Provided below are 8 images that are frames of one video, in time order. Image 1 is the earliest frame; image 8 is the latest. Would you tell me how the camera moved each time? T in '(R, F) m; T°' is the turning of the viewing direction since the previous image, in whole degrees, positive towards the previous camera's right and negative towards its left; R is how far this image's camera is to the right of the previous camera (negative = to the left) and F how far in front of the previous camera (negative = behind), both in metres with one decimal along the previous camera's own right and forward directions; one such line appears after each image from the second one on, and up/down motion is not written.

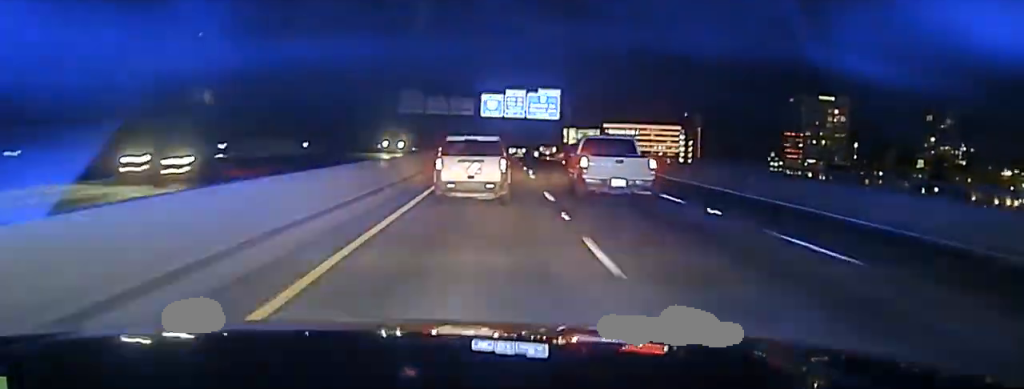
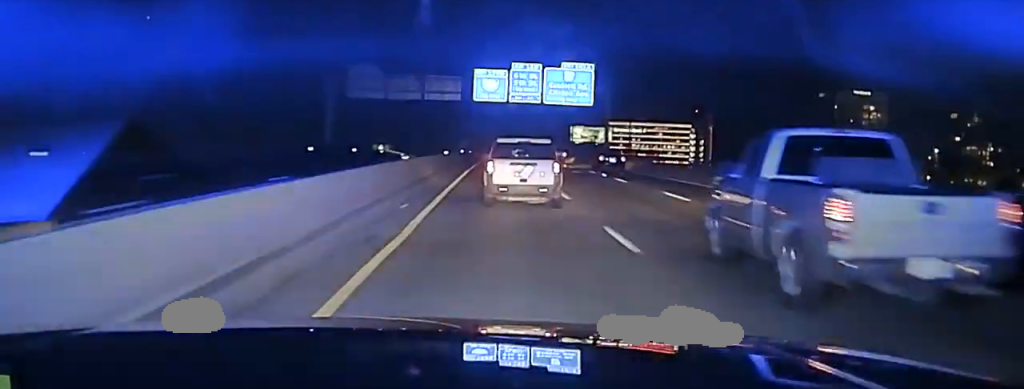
(-0.2, +47.8) m; +1°
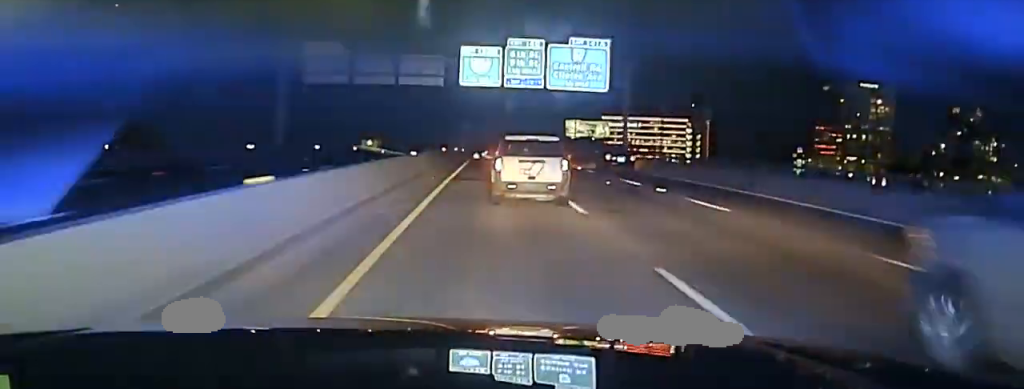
(+0.3, +17.8) m; 0°
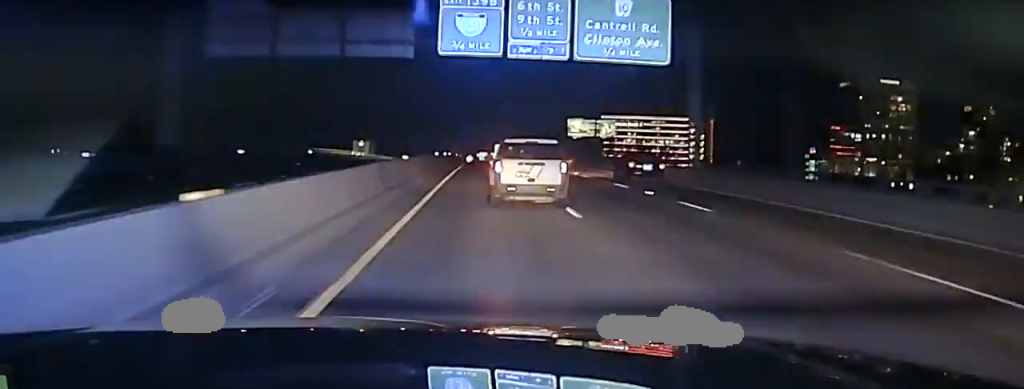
(+0.5, +24.3) m; 0°
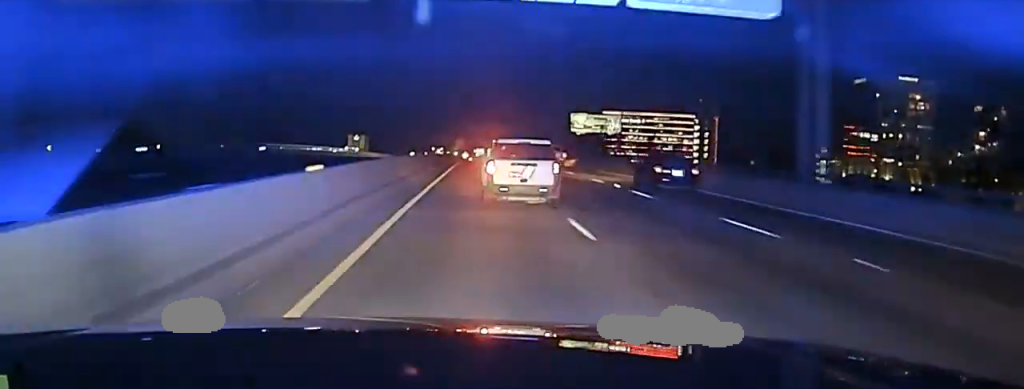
(-0.2, +18.3) m; 0°
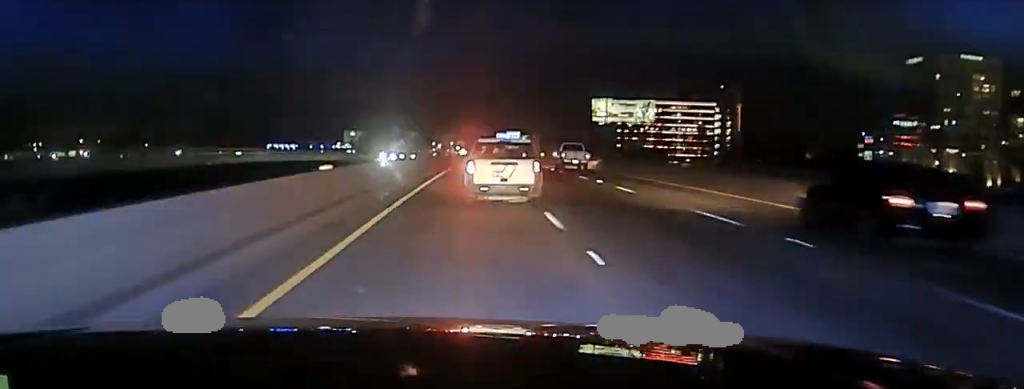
(-0.3, +47.3) m; 0°
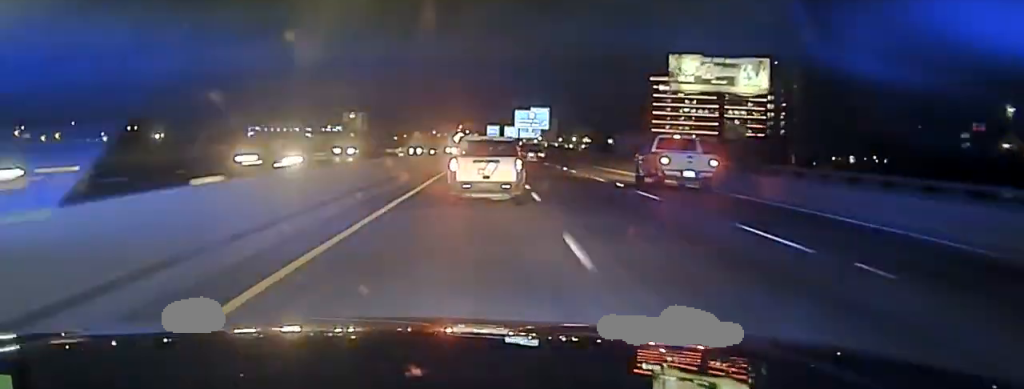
(+0.2, +77.6) m; 0°
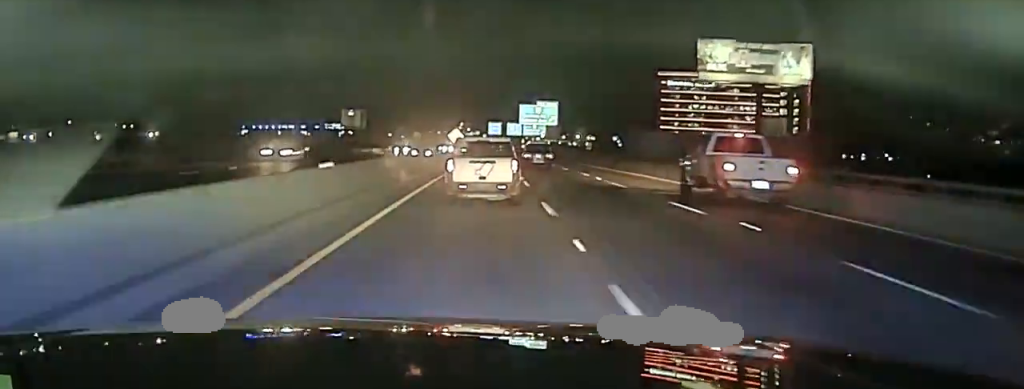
(-0.1, +17.6) m; 0°
